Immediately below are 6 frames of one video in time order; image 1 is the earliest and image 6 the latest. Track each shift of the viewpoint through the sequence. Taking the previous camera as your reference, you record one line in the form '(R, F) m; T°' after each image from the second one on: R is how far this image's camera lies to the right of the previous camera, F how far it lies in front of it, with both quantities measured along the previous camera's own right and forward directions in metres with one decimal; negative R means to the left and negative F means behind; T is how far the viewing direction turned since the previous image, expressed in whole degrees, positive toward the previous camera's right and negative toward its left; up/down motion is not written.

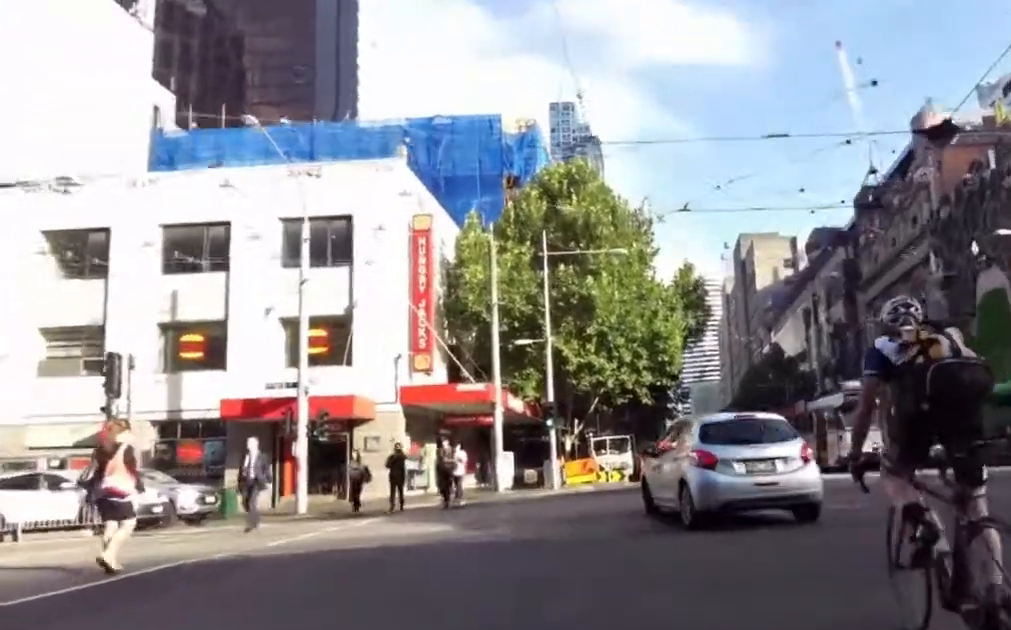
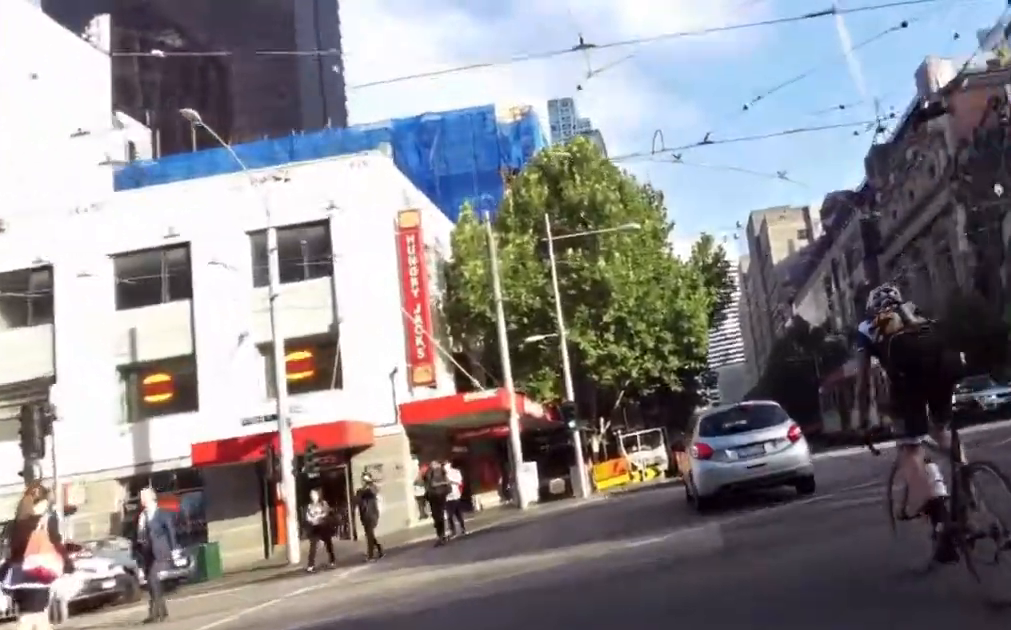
(-0.4, +3.0) m; -2°
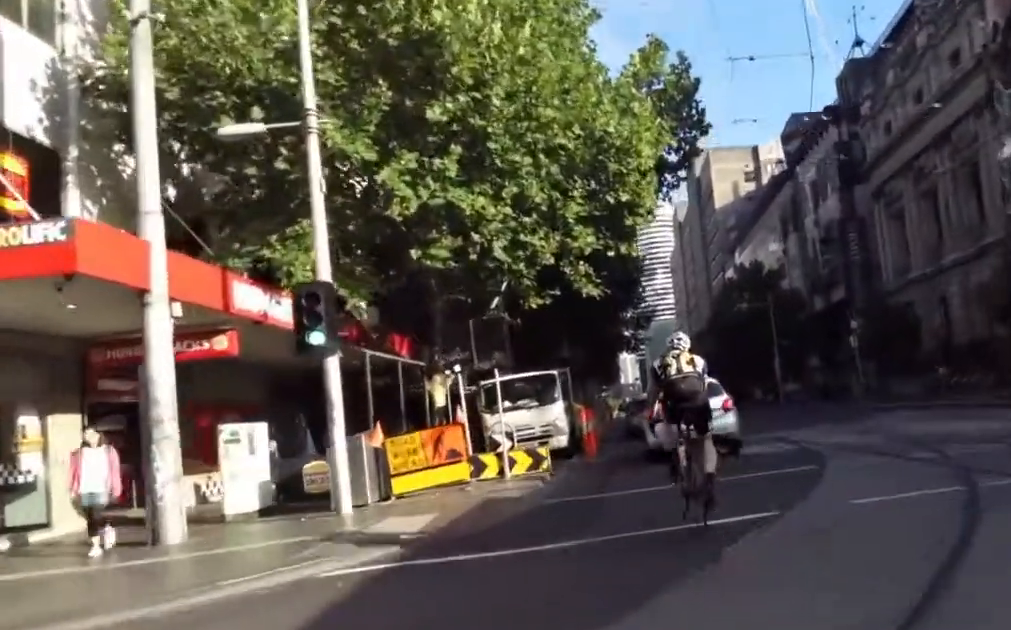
(+2.6, +17.5) m; +5°
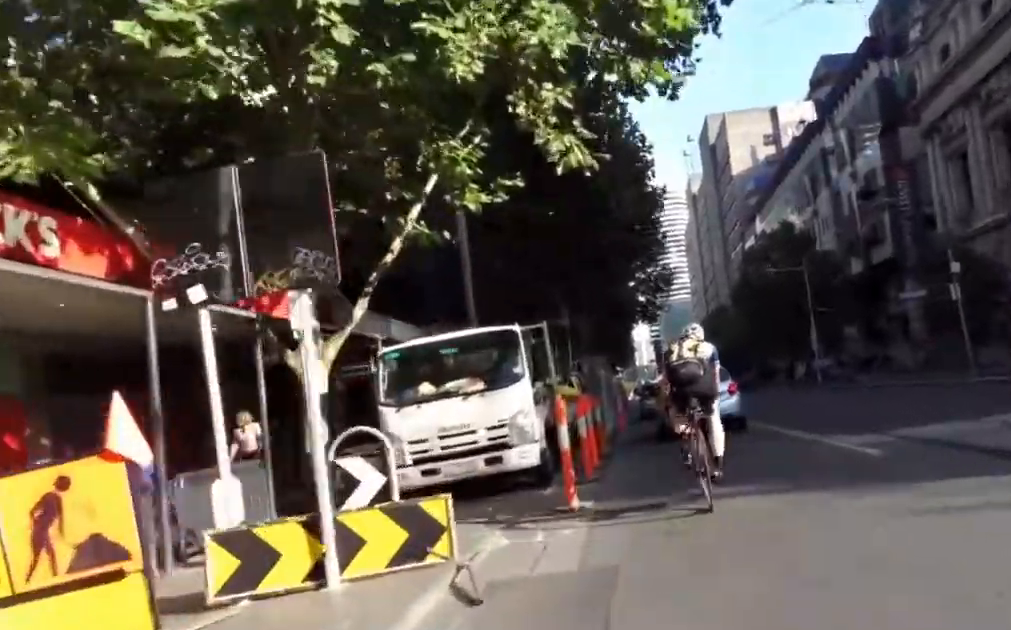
(0.0, +9.6) m; 0°
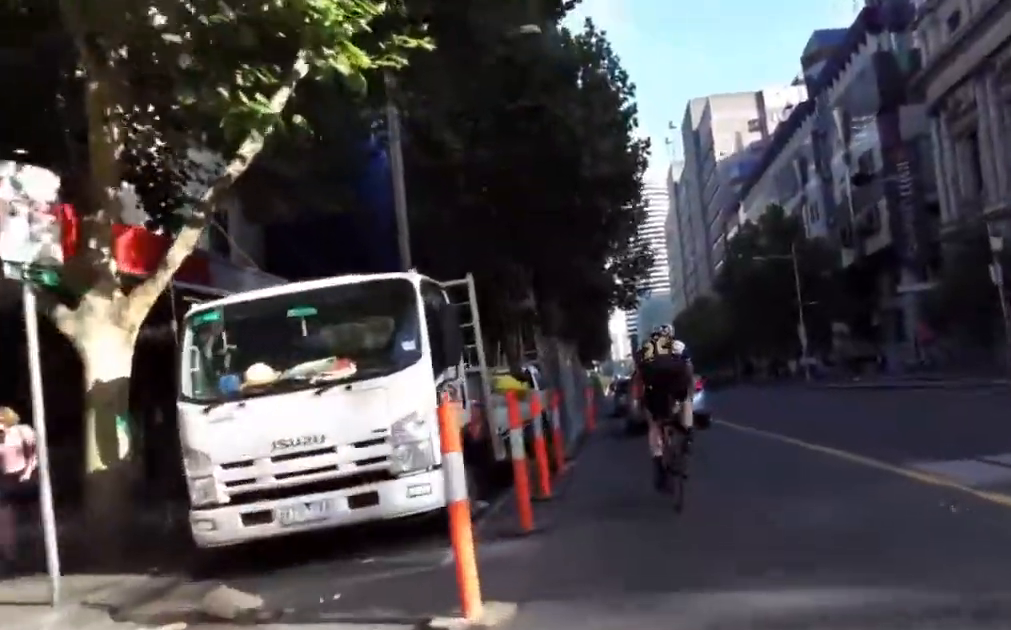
(0.0, +4.3) m; 0°
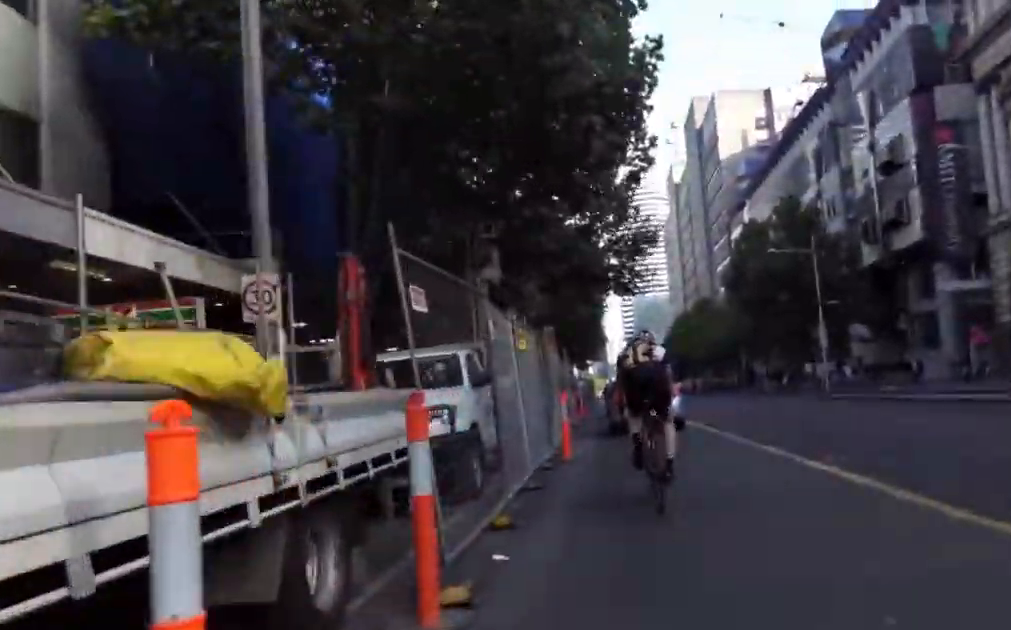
(0.0, +7.0) m; 0°
